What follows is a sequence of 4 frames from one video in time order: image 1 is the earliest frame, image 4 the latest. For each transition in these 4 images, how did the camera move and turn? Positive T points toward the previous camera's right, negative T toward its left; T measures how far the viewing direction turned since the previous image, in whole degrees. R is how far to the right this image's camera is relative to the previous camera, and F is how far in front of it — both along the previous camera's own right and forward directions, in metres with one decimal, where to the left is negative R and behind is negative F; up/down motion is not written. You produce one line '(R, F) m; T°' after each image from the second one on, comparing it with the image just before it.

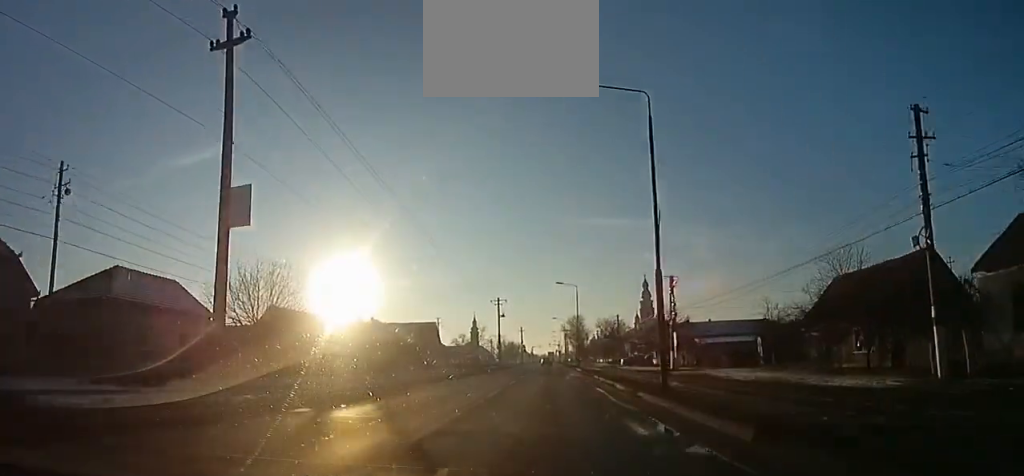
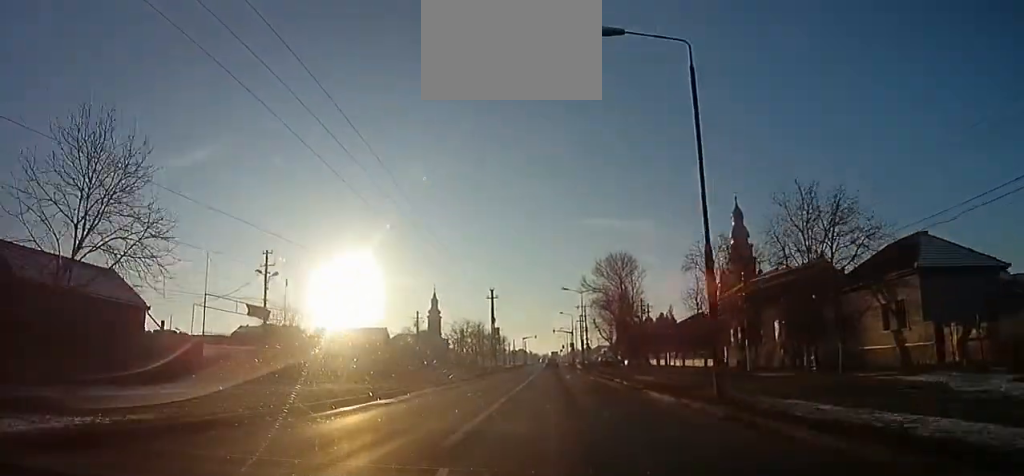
(-0.1, +78.7) m; -1°
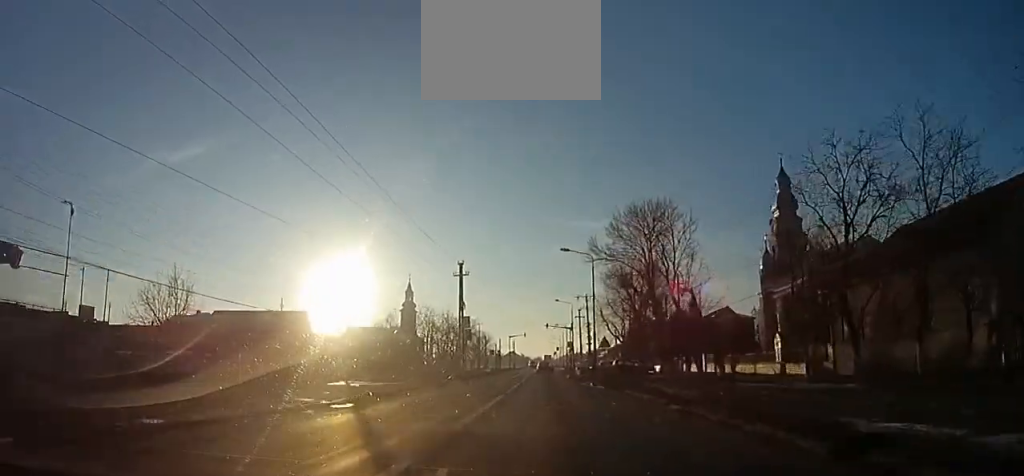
(-0.8, +20.6) m; 0°
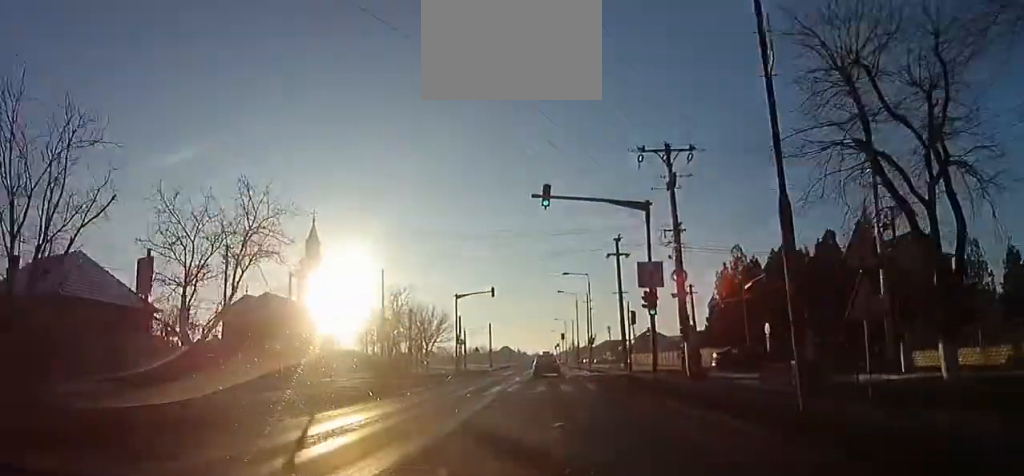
(+2.1, +55.0) m; +3°
